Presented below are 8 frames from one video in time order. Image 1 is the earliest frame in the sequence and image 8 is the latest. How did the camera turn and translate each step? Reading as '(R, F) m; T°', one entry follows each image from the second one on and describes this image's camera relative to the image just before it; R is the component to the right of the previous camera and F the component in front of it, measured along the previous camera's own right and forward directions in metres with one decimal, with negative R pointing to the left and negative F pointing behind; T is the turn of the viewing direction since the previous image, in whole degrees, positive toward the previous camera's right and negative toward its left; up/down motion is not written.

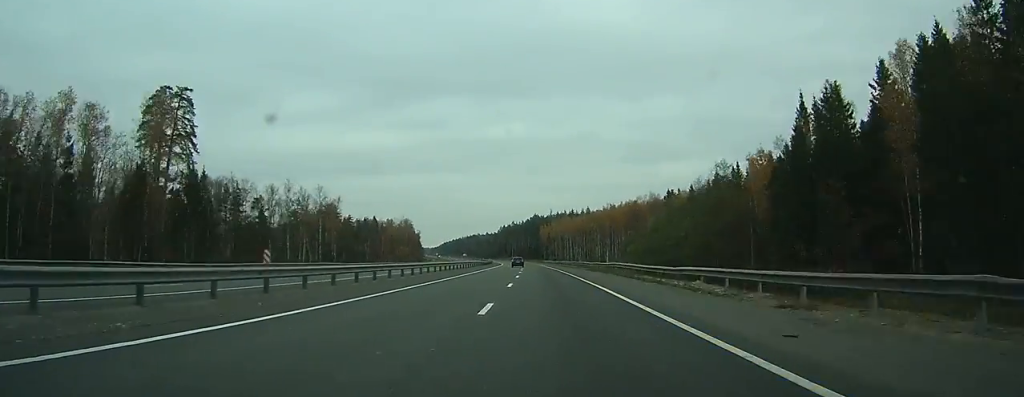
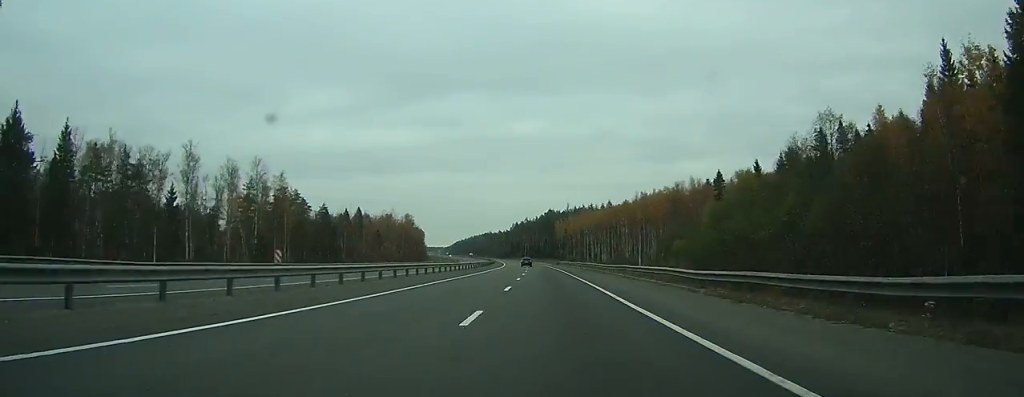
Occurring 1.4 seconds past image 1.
(-0.1, +37.0) m; -1°
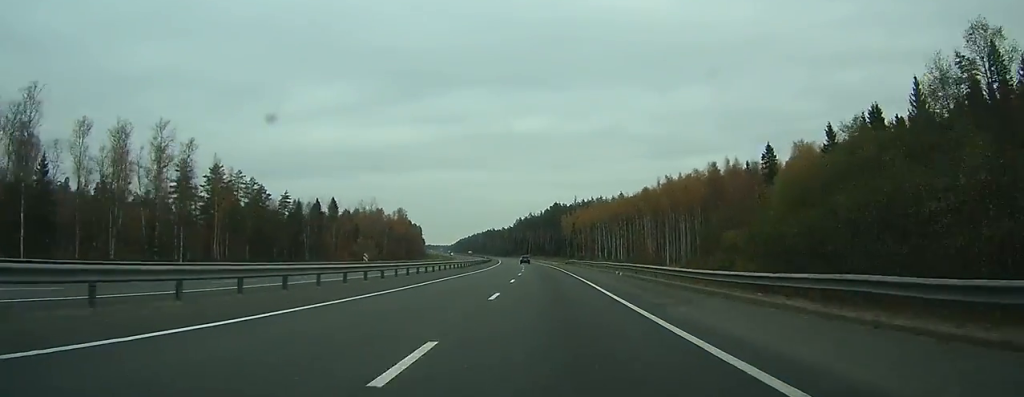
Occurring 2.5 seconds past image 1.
(-0.4, +28.6) m; -1°
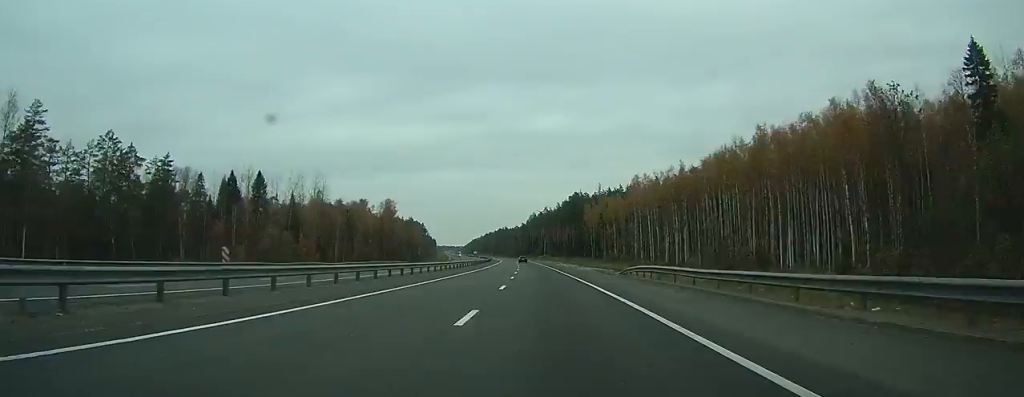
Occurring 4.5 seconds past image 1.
(-0.9, +54.9) m; -2°
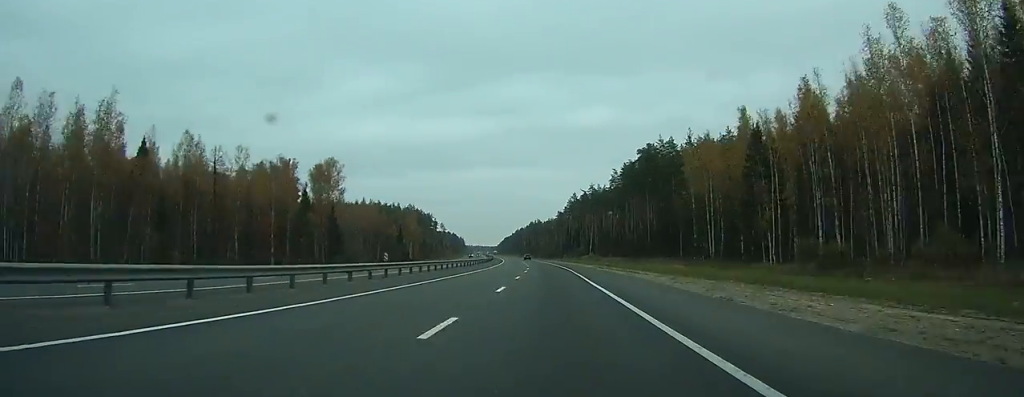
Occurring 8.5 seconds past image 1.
(-3.5, +113.4) m; -3°
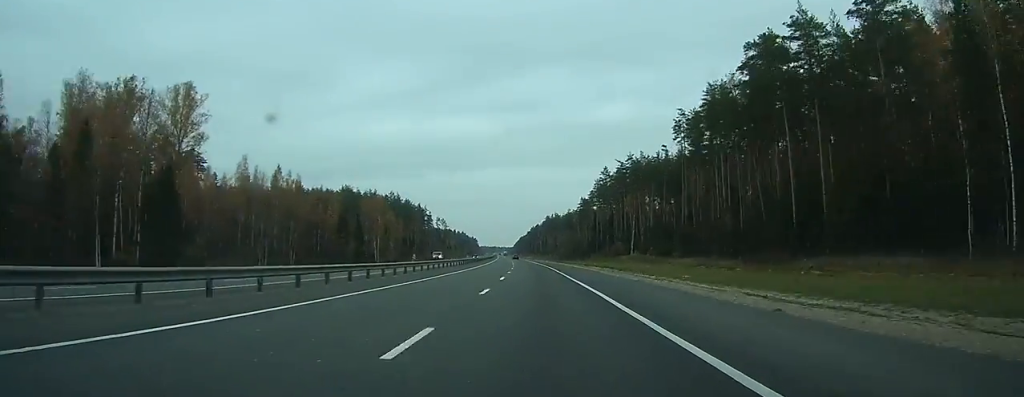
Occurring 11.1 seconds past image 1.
(-1.3, +73.9) m; -3°
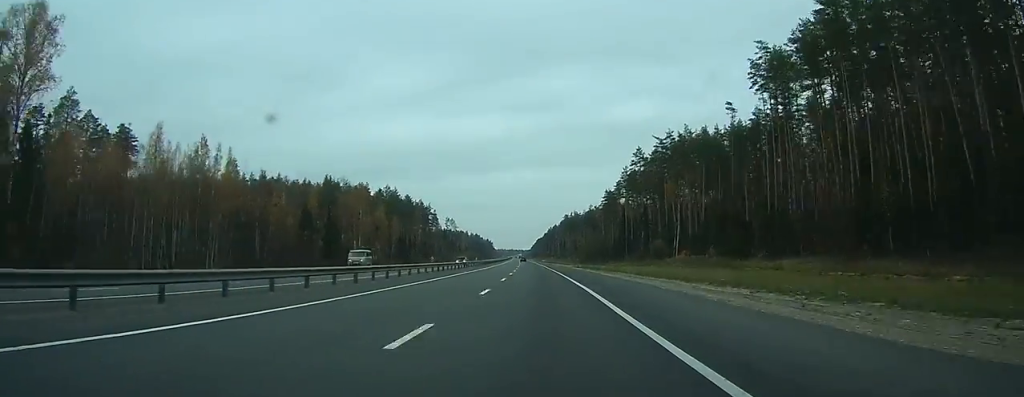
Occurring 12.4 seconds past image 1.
(-0.5, +36.1) m; -1°
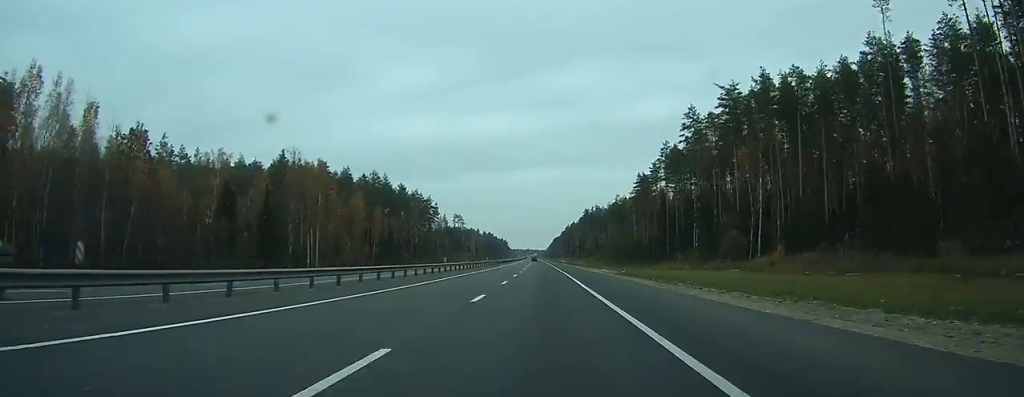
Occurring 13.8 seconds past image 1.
(-0.5, +40.1) m; -1°
